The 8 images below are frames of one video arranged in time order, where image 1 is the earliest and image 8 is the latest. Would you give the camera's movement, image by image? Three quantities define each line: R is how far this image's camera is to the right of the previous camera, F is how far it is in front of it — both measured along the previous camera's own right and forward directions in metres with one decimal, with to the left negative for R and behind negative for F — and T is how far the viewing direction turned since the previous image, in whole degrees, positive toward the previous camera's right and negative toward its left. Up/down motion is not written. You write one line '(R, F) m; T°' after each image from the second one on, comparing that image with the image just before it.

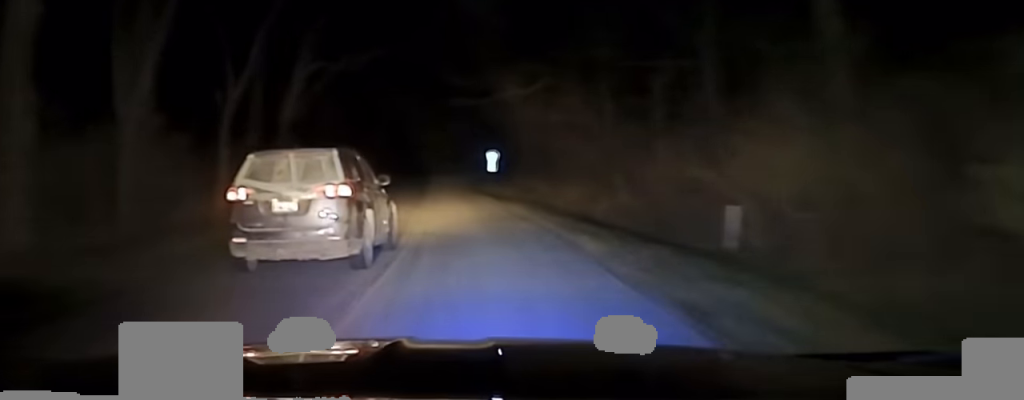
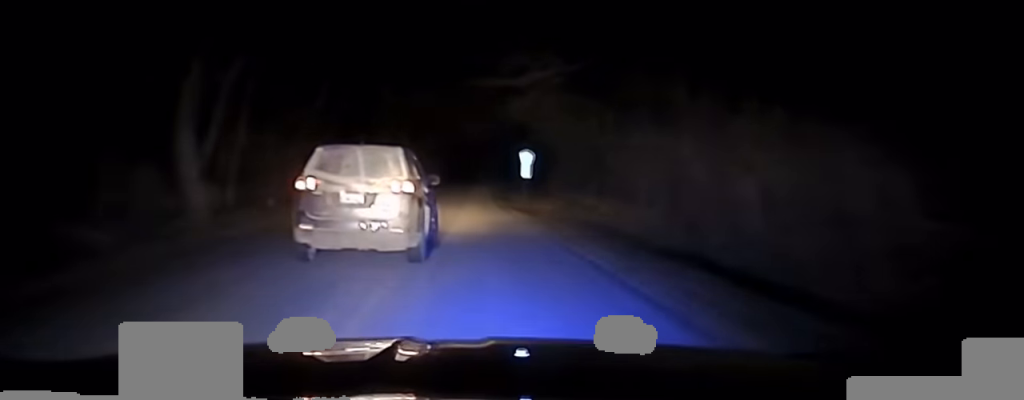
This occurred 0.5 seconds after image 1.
(-0.4, +15.2) m; -2°
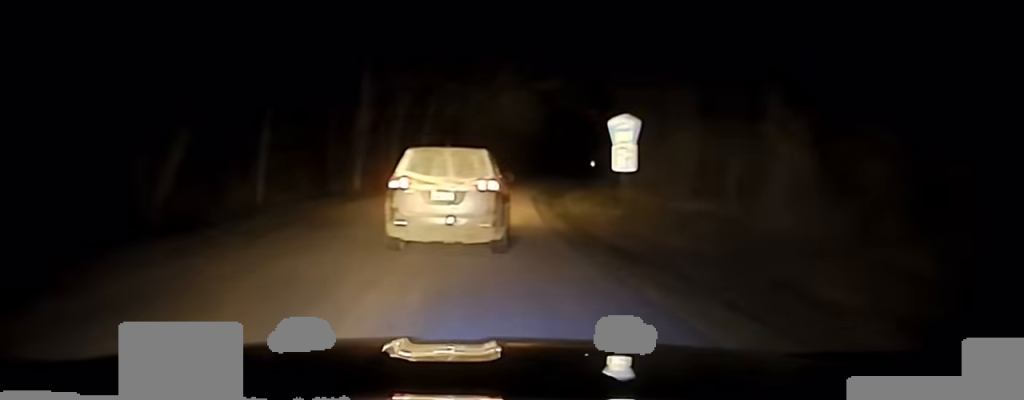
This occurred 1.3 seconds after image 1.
(-0.5, +23.9) m; 0°
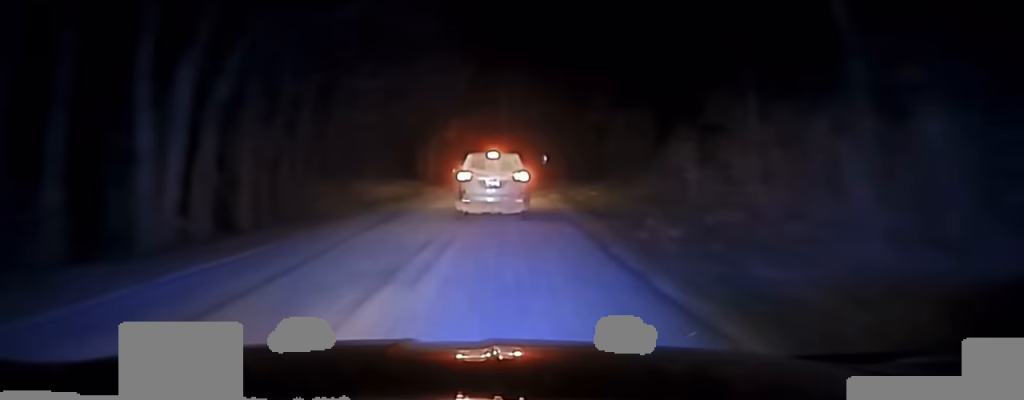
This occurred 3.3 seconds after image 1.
(+1.9, +55.6) m; +5°
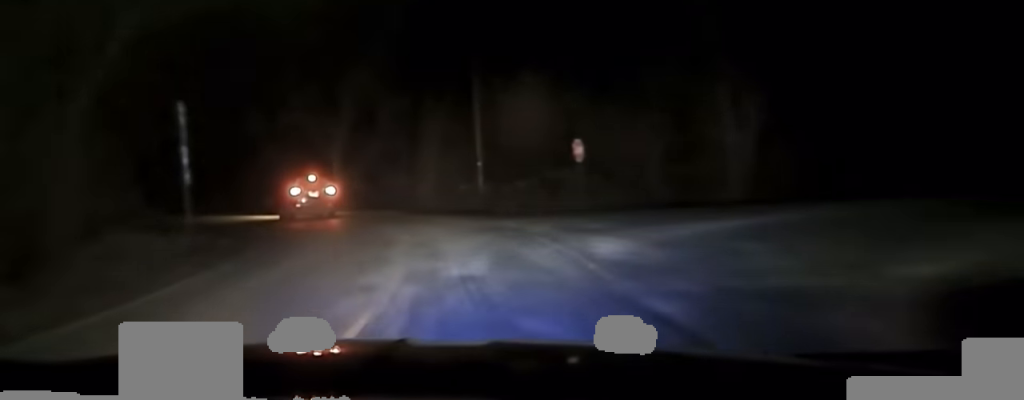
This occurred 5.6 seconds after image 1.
(+0.8, +52.0) m; -2°
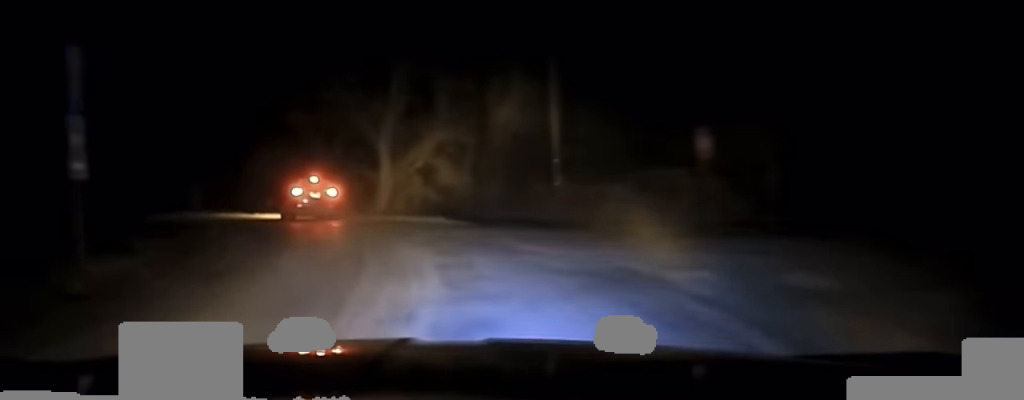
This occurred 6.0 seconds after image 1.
(-0.3, +8.3) m; -5°
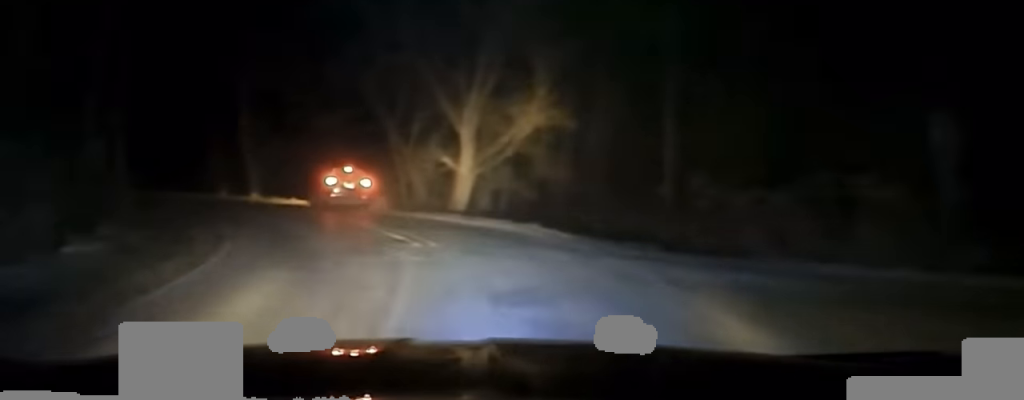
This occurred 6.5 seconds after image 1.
(+0.4, +7.9) m; -4°
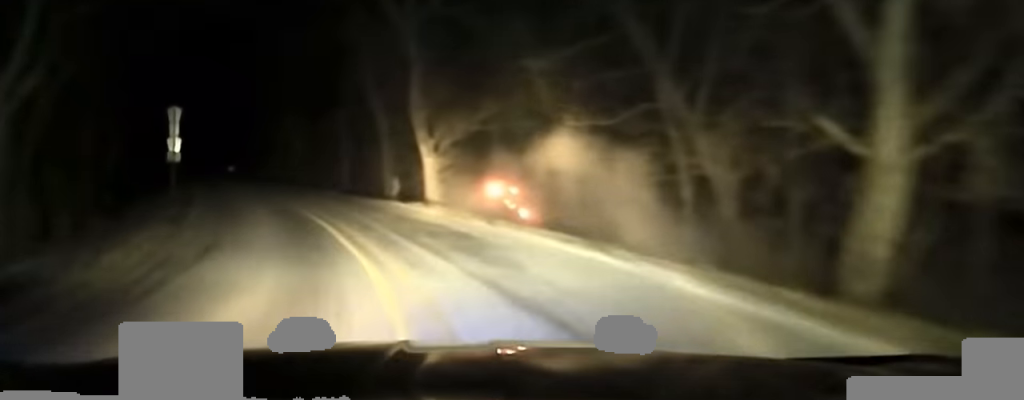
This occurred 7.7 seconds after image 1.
(-3.3, +20.8) m; -15°
